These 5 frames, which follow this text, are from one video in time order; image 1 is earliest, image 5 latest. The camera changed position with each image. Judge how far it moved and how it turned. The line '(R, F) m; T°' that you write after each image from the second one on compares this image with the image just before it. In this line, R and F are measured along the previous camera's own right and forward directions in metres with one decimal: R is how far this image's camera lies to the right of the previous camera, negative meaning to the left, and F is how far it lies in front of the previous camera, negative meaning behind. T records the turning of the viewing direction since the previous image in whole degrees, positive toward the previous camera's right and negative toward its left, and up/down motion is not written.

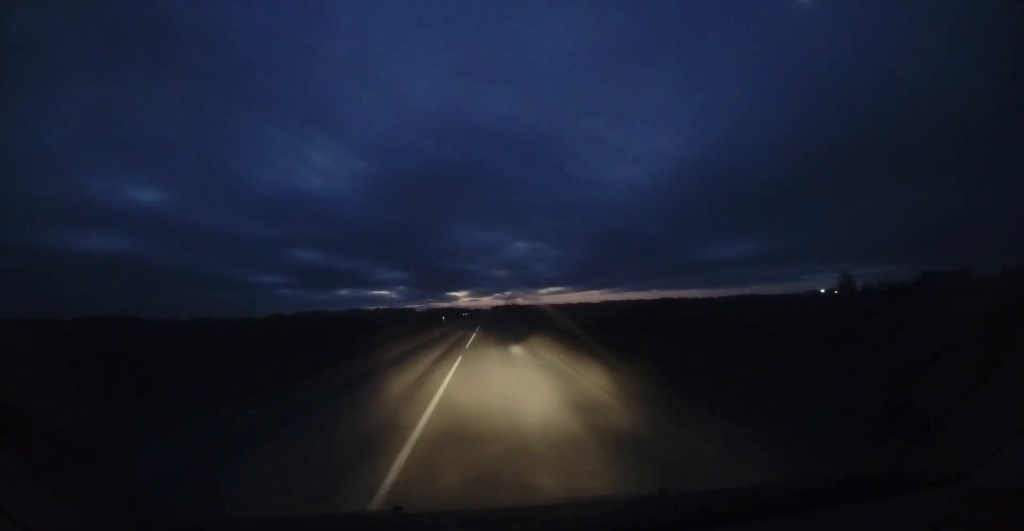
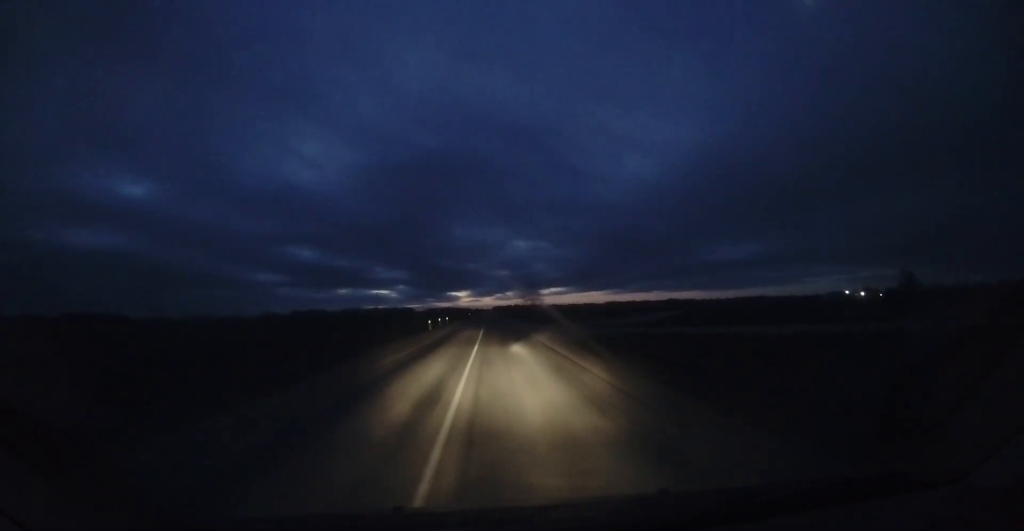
(-0.5, +49.2) m; -1°
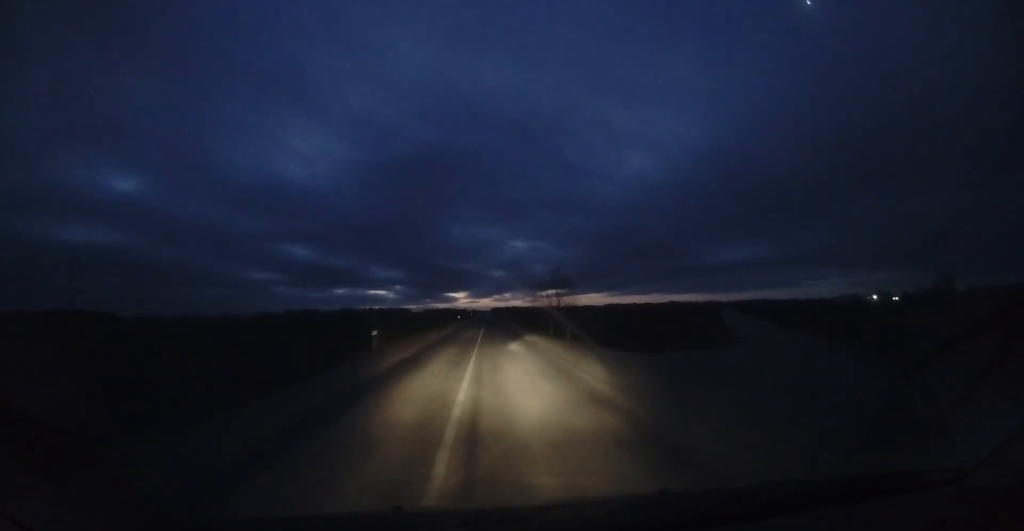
(+0.2, +28.8) m; +1°
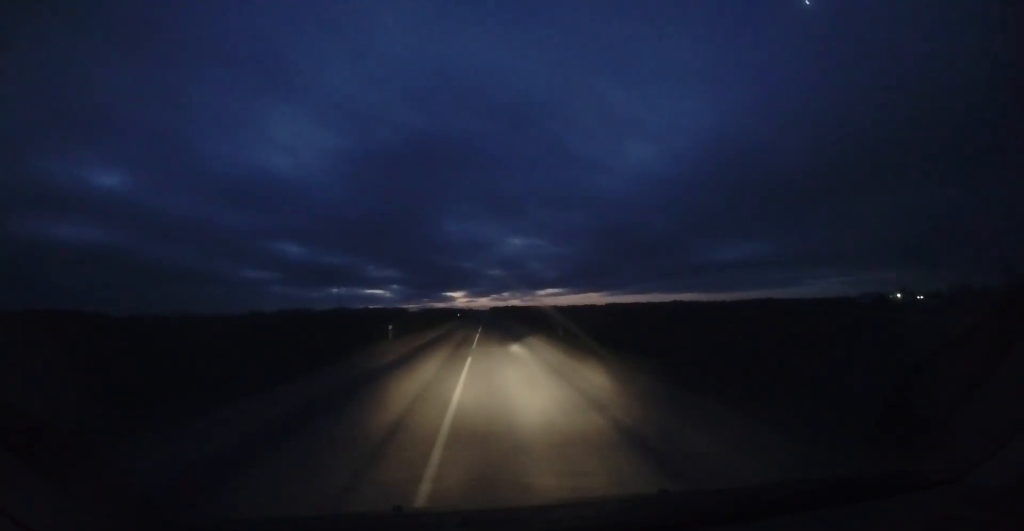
(-0.9, +45.5) m; -2°
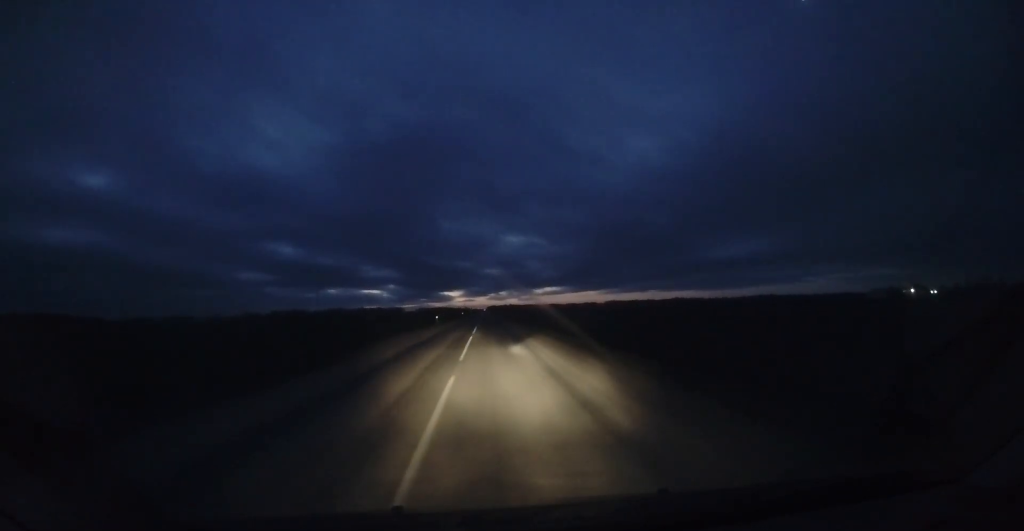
(-0.1, +27.7) m; +1°
